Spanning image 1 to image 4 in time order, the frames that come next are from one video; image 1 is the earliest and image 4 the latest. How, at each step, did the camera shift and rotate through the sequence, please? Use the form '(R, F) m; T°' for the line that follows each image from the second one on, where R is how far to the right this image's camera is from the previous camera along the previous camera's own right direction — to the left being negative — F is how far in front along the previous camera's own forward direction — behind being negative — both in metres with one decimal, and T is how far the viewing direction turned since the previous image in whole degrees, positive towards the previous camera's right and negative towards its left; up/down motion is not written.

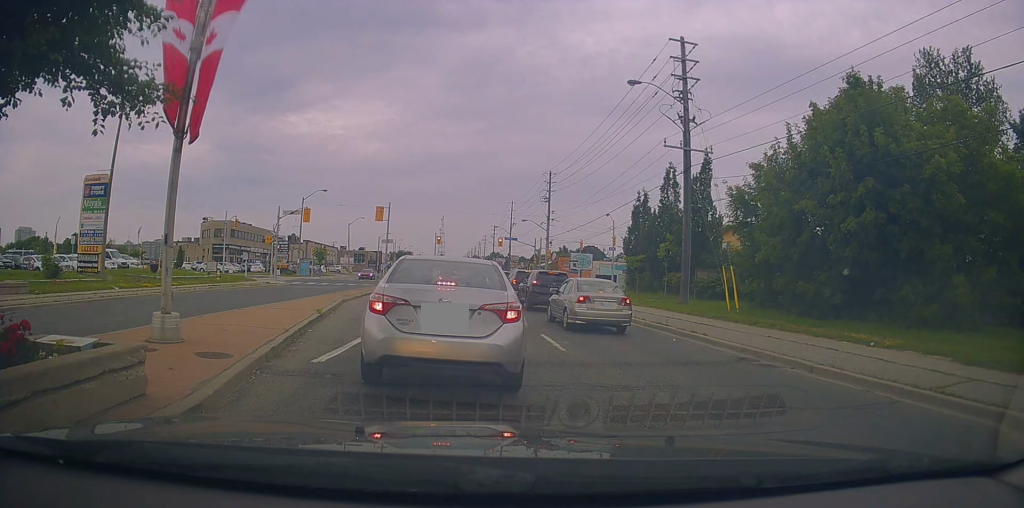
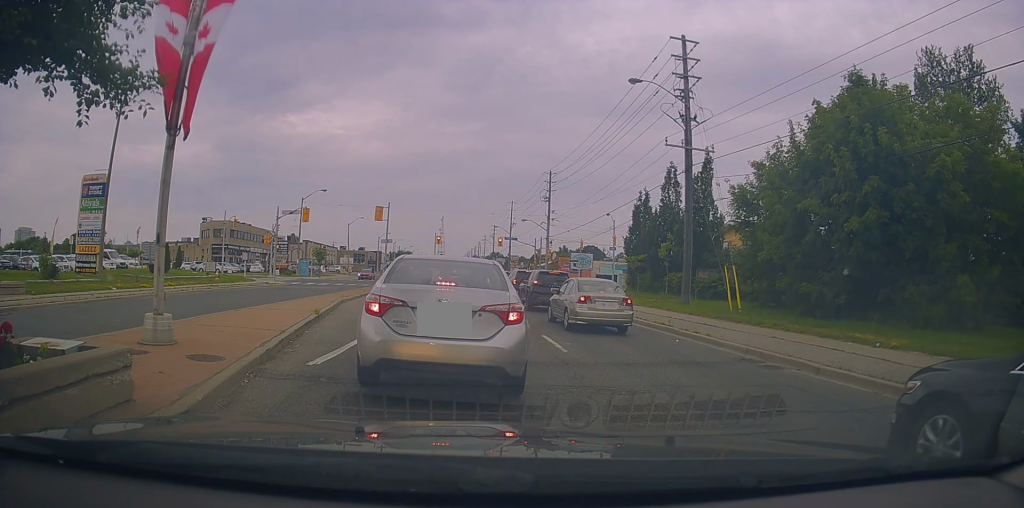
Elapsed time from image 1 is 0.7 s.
(-0.1, +0.2) m; 0°
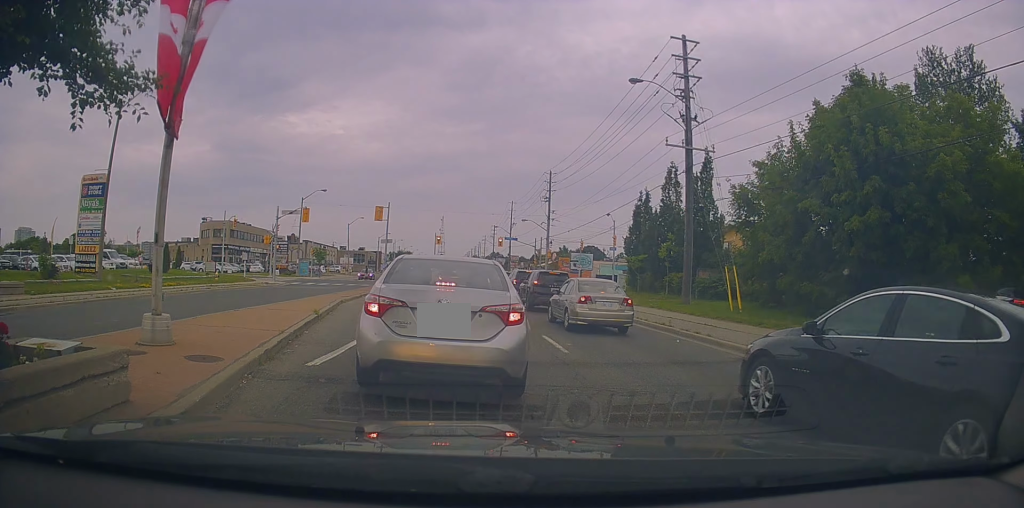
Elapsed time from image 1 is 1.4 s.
(0.0, 0.0) m; 0°
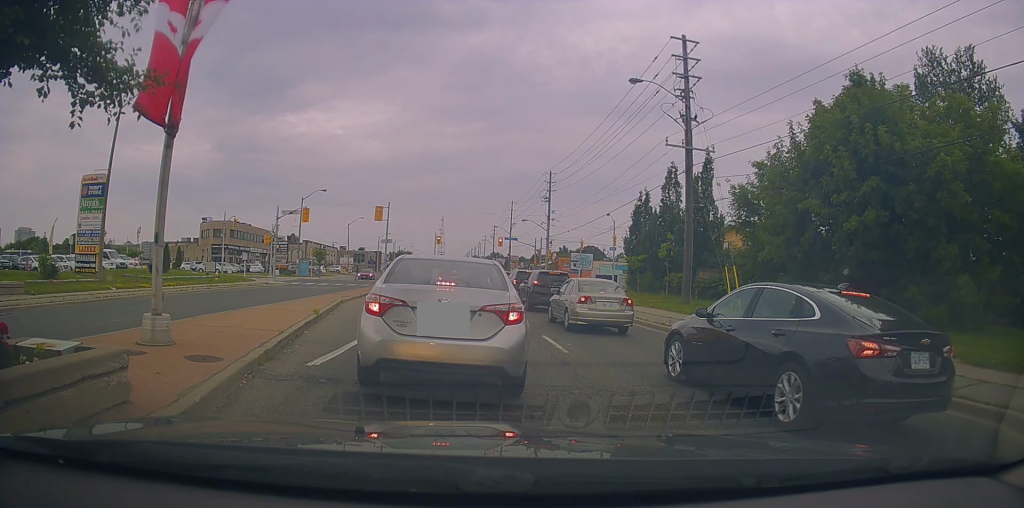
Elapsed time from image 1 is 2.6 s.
(0.0, 0.0) m; 0°
